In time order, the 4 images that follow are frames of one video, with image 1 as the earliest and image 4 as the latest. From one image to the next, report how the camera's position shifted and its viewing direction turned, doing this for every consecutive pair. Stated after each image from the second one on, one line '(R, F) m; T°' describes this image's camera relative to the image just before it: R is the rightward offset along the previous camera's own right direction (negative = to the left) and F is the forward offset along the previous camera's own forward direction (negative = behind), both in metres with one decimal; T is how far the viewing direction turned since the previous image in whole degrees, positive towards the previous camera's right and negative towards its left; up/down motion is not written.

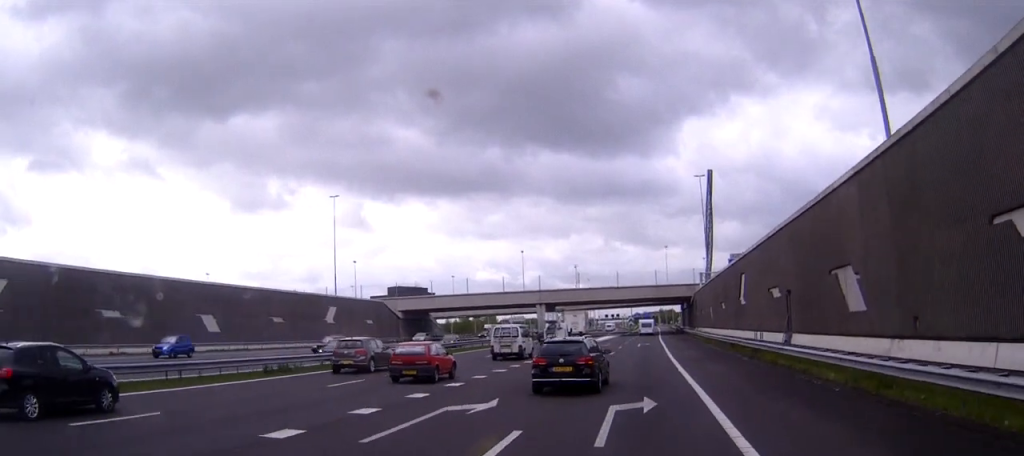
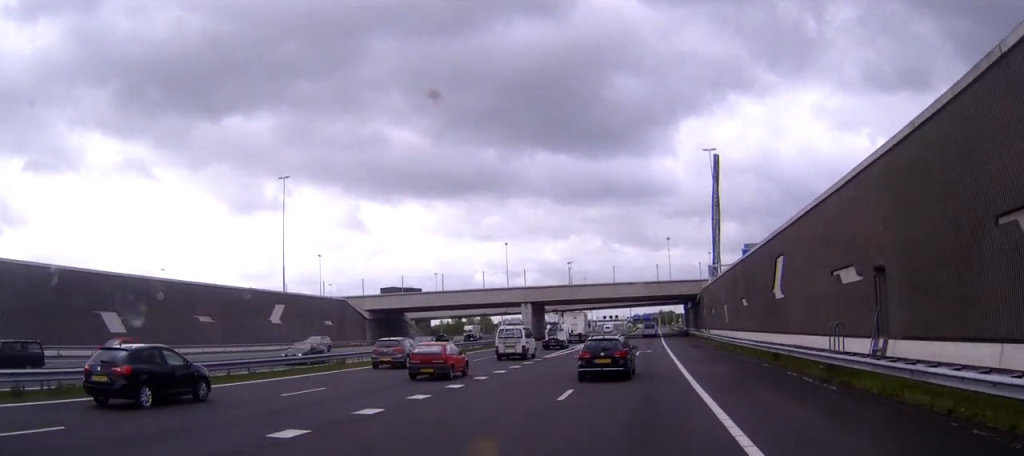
(0.0, +14.9) m; 0°
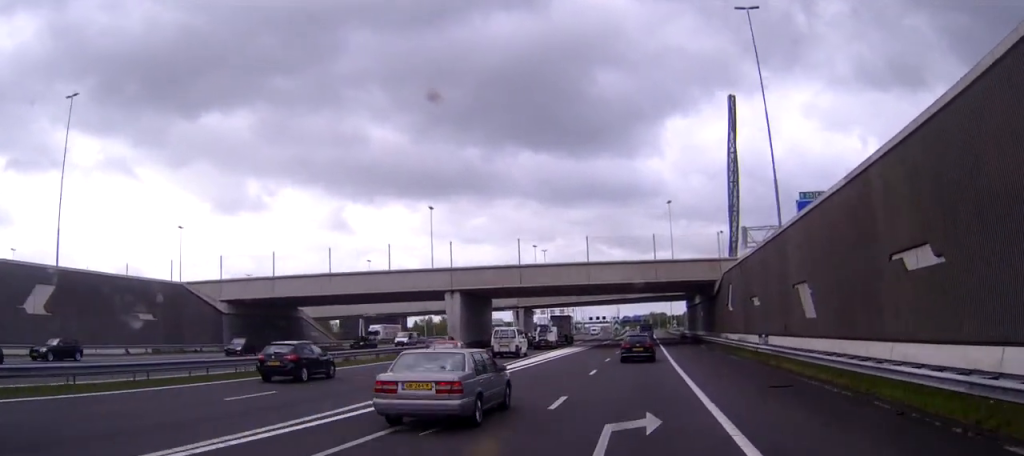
(+0.1, +37.4) m; 0°
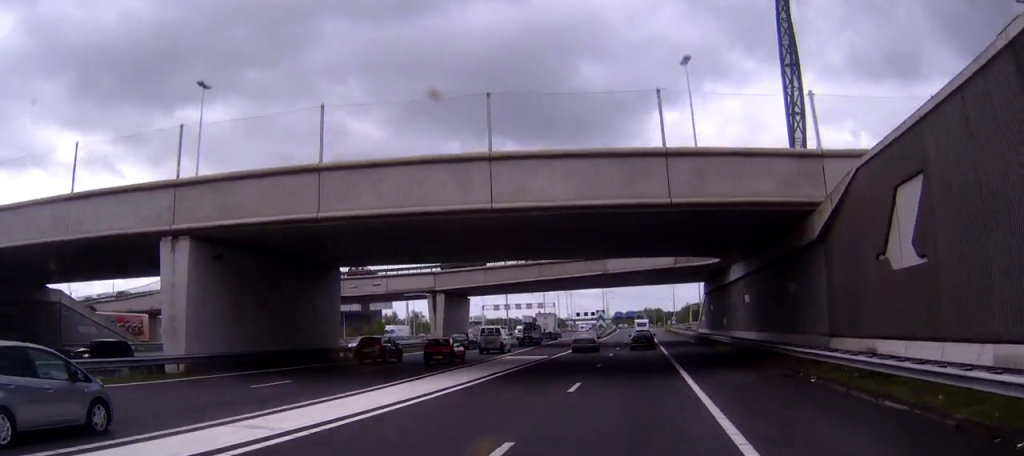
(+0.1, +44.1) m; +1°
